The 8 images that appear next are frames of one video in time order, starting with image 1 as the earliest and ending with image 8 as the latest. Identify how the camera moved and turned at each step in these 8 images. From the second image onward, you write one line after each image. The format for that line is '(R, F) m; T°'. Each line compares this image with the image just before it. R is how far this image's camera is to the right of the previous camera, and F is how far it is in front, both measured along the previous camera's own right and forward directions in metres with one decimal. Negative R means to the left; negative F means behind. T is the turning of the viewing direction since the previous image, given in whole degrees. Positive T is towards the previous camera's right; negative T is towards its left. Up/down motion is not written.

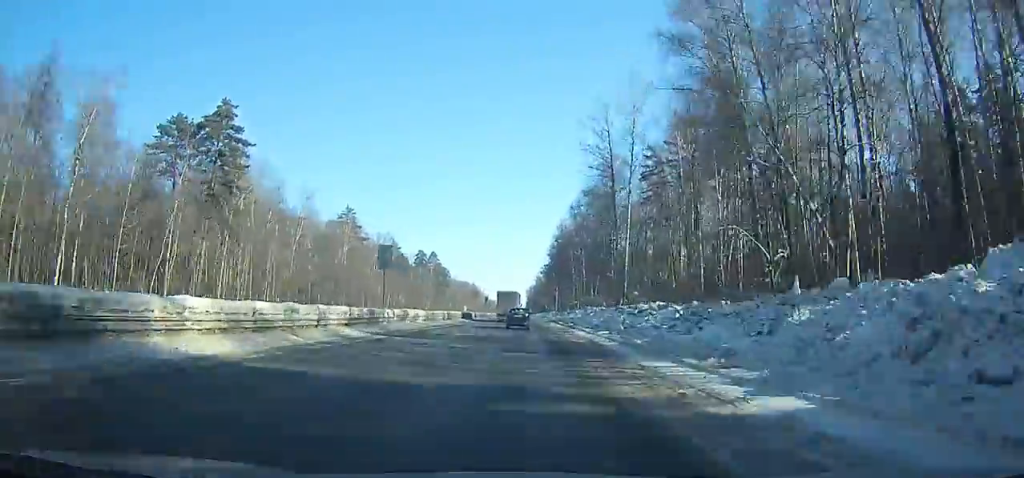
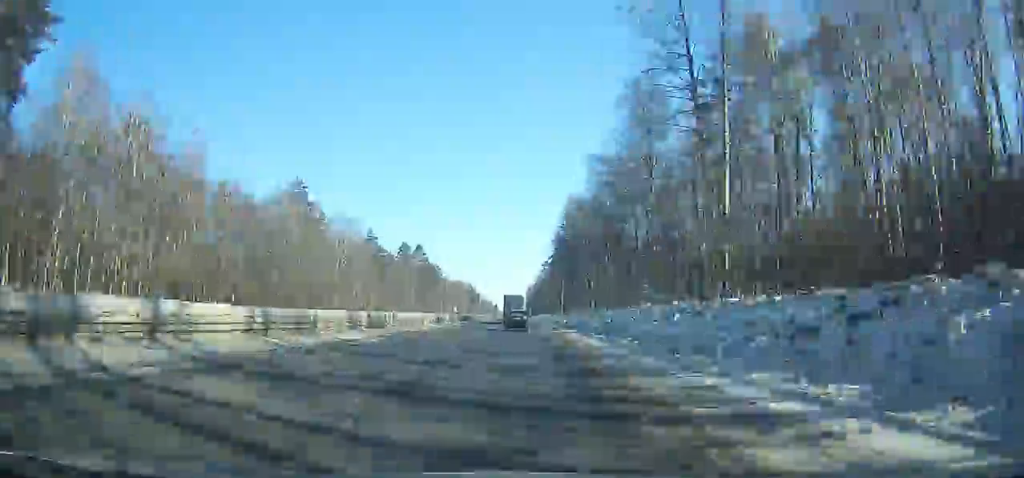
(-0.1, +32.2) m; 0°
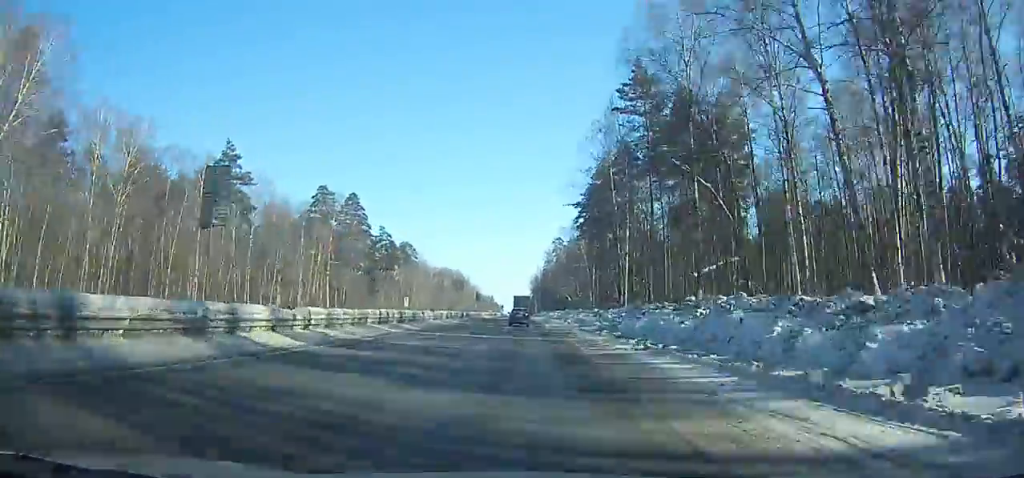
(0.0, +91.0) m; 0°
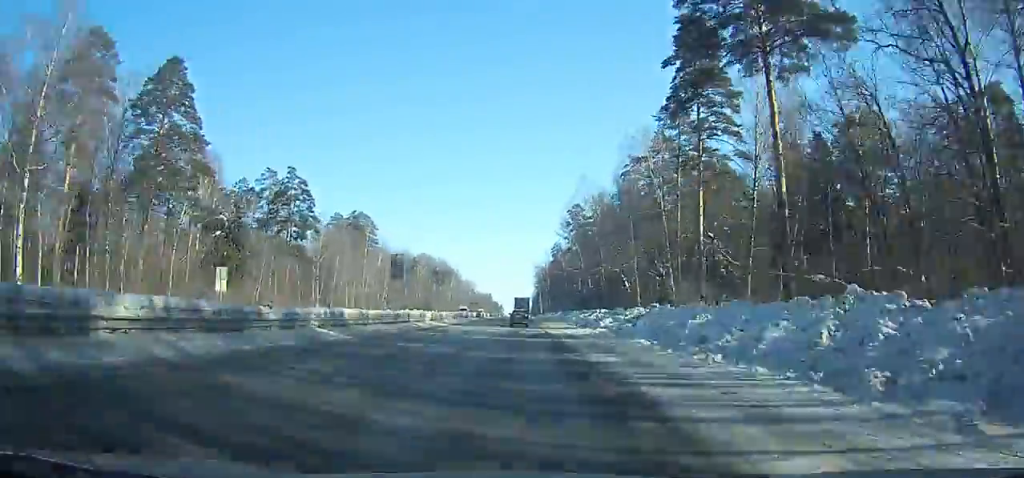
(0.0, +73.3) m; 0°
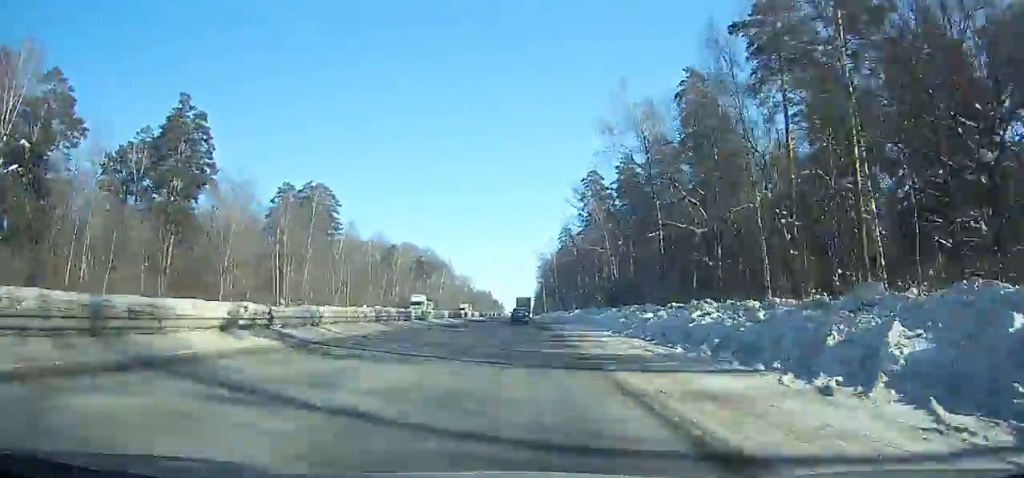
(-0.1, +37.8) m; 0°
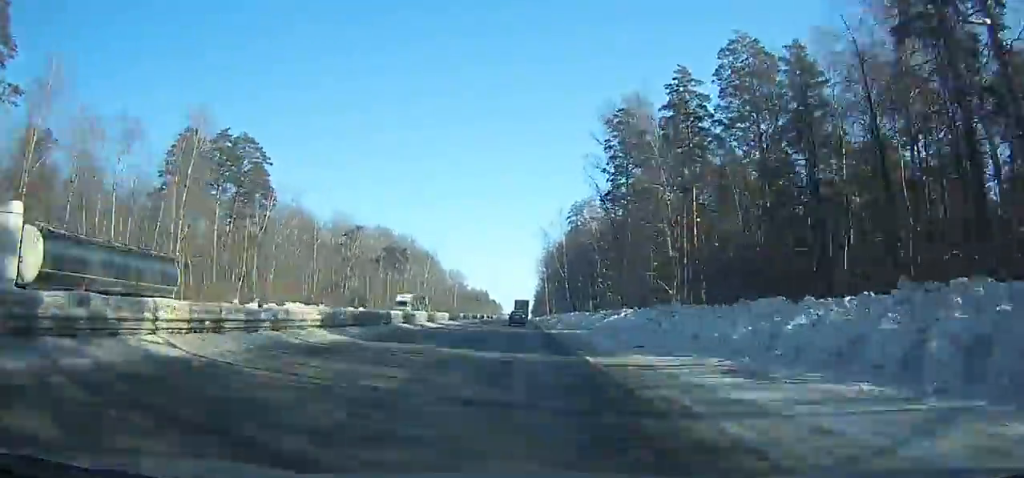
(0.0, +40.3) m; 0°
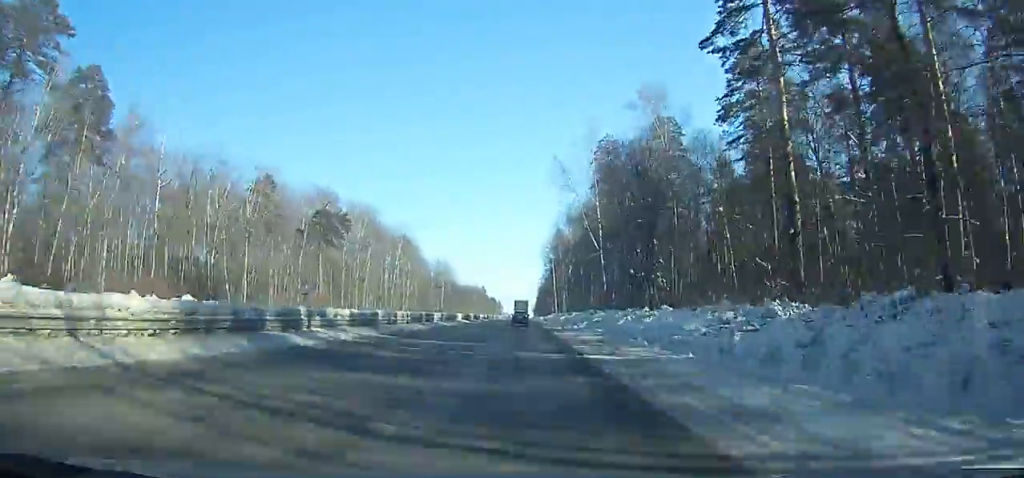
(-0.2, +52.7) m; +3°
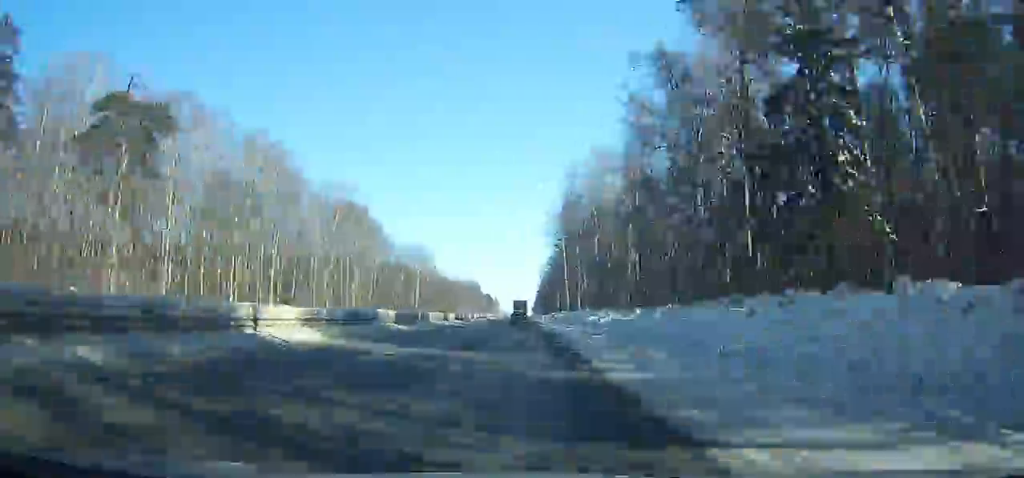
(+2.8, +55.2) m; -2°
